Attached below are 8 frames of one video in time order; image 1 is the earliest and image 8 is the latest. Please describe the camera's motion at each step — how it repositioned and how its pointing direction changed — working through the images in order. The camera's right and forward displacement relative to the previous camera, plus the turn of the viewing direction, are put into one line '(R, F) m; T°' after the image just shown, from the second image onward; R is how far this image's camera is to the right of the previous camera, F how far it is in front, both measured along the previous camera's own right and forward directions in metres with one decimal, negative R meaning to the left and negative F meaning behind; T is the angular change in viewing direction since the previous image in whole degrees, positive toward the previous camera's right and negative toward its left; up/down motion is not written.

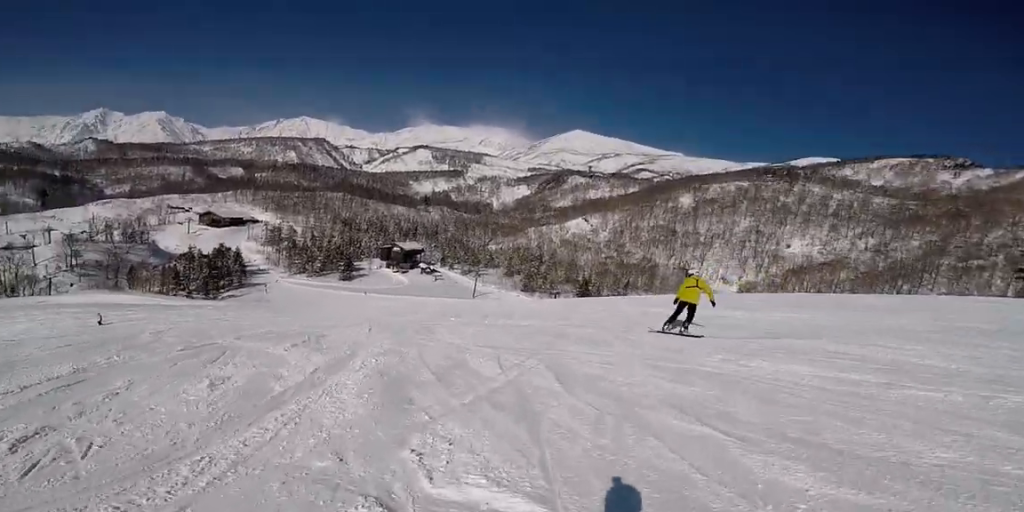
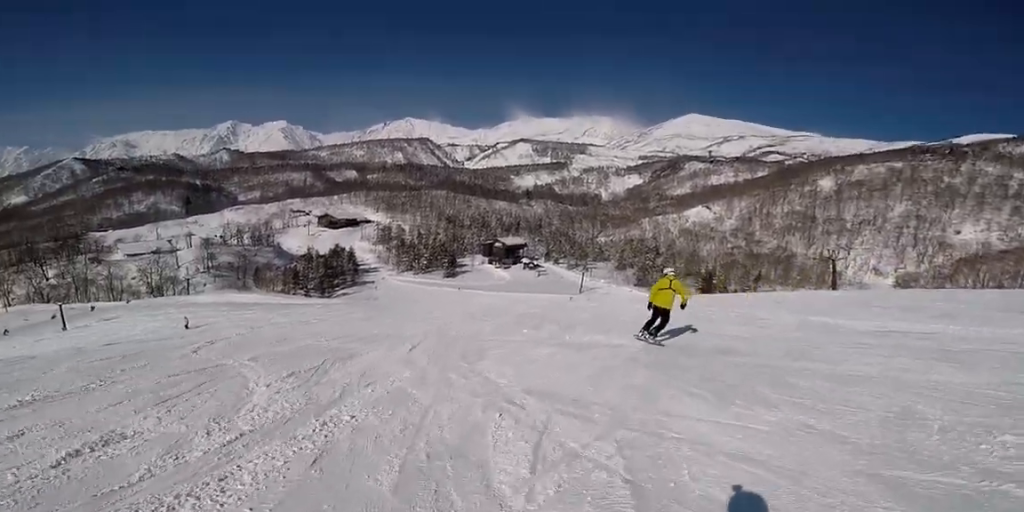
(-0.7, +3.6) m; -11°
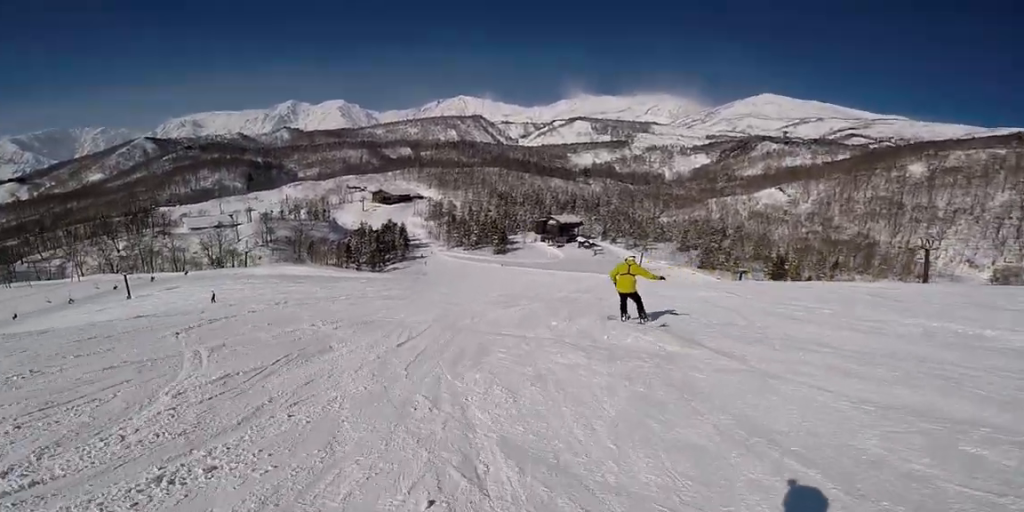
(-0.2, +2.8) m; -9°
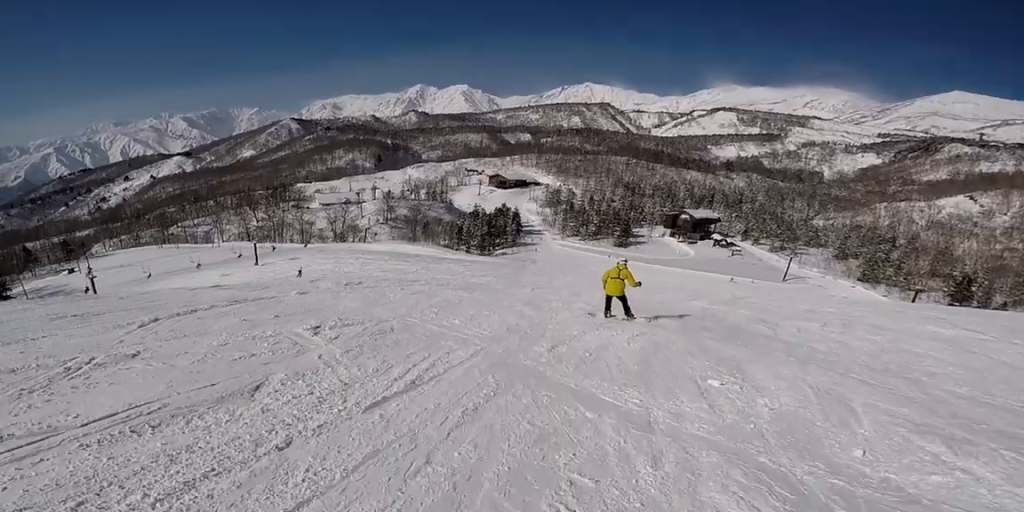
(-0.3, +4.9) m; -15°
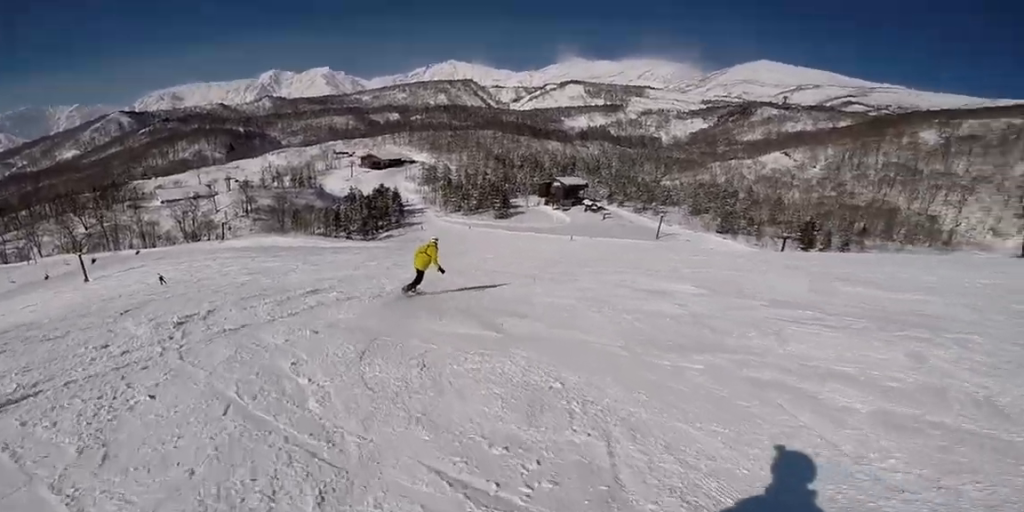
(-1.4, +9.7) m; +15°
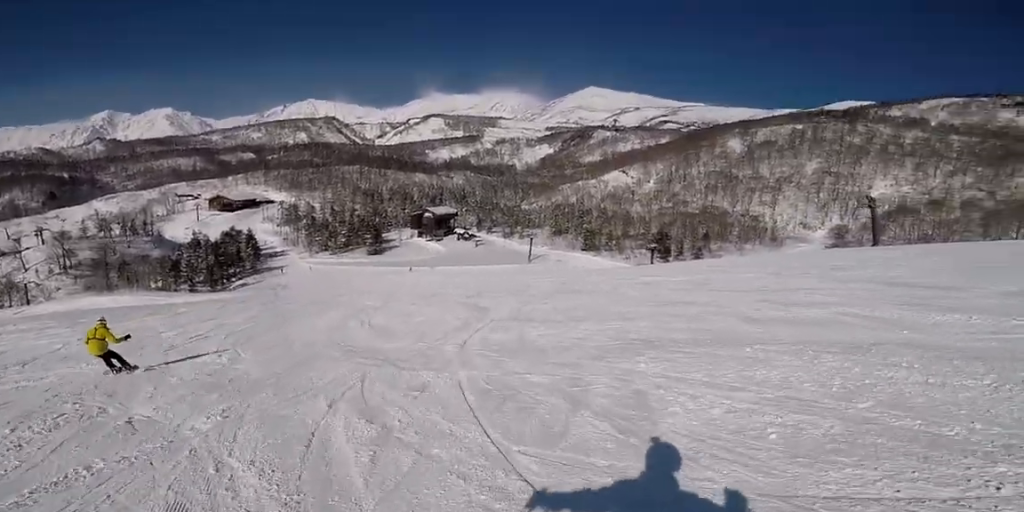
(+3.7, +9.2) m; +20°
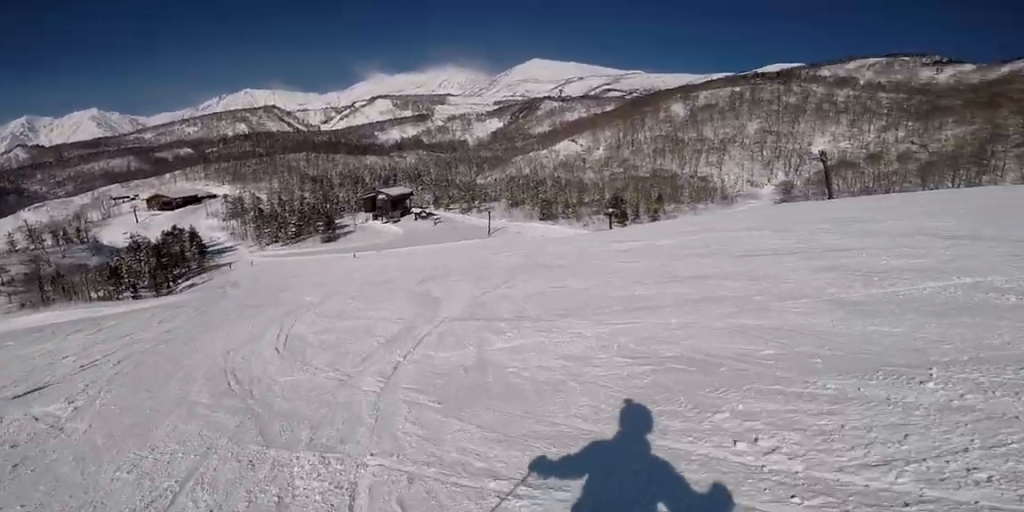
(+0.4, +3.1) m; -9°
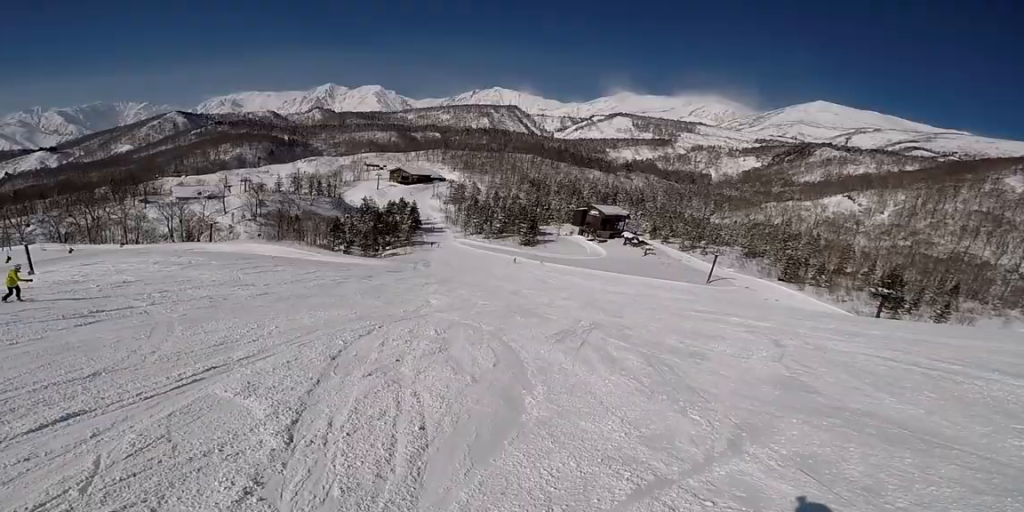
(-2.1, +6.2) m; -31°
